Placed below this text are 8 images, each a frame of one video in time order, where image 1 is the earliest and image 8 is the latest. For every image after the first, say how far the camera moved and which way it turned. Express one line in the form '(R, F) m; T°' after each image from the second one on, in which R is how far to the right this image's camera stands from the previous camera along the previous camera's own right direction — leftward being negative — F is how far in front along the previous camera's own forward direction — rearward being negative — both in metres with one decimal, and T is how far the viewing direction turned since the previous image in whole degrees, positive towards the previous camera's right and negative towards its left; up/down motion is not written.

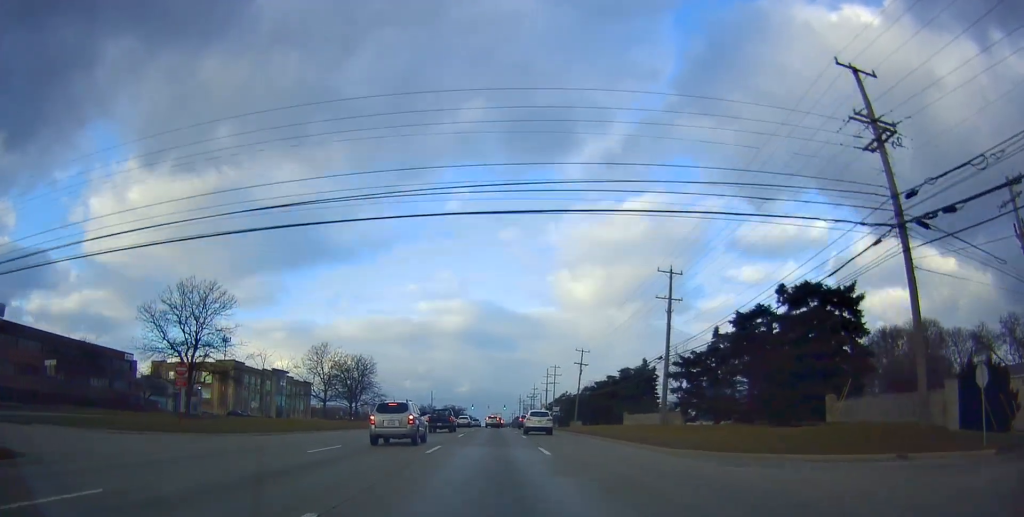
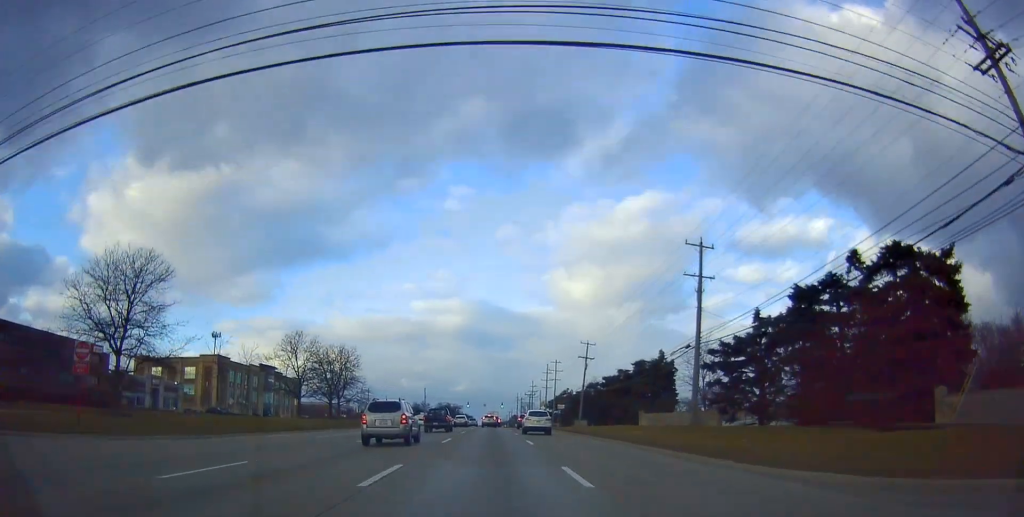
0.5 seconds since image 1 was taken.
(-0.4, +8.5) m; 0°
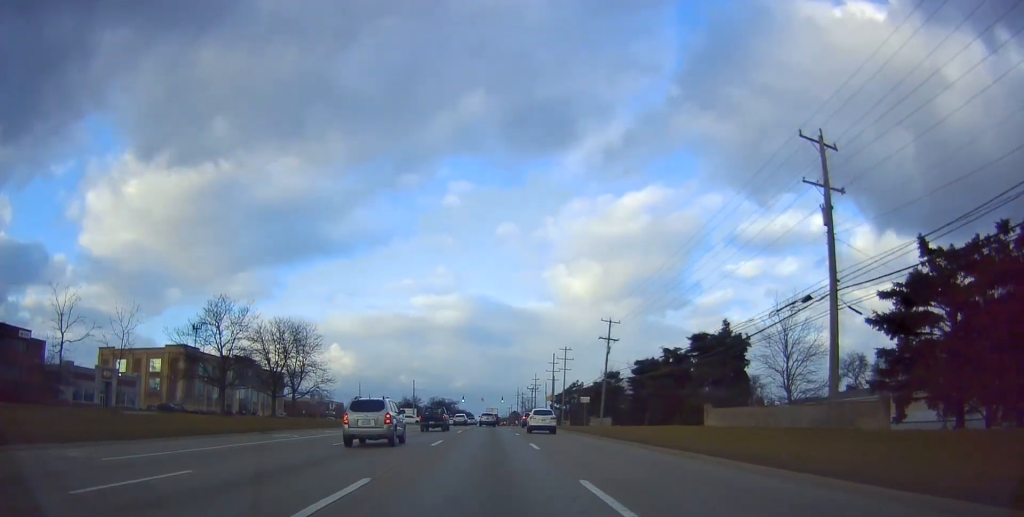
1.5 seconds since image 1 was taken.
(+0.4, +18.9) m; +2°
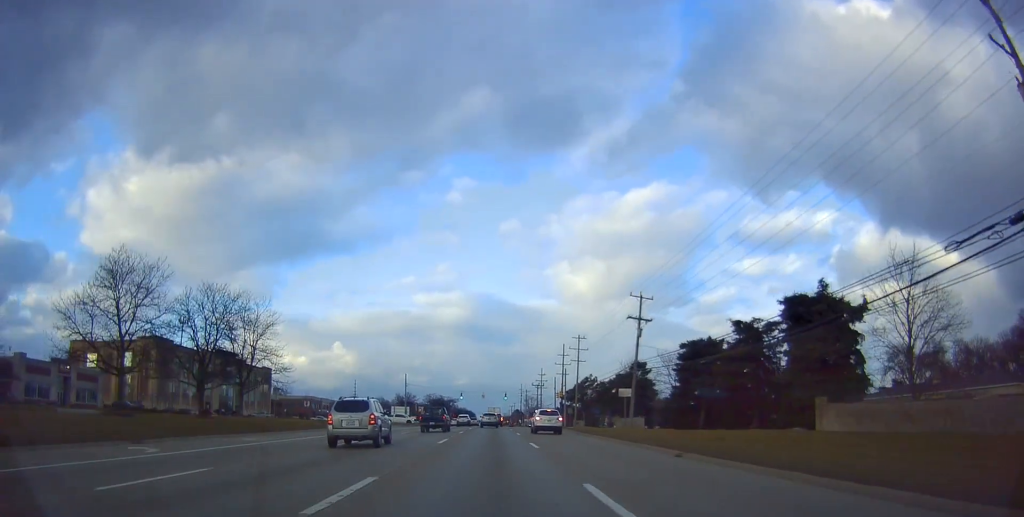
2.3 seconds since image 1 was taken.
(+0.2, +14.8) m; +1°
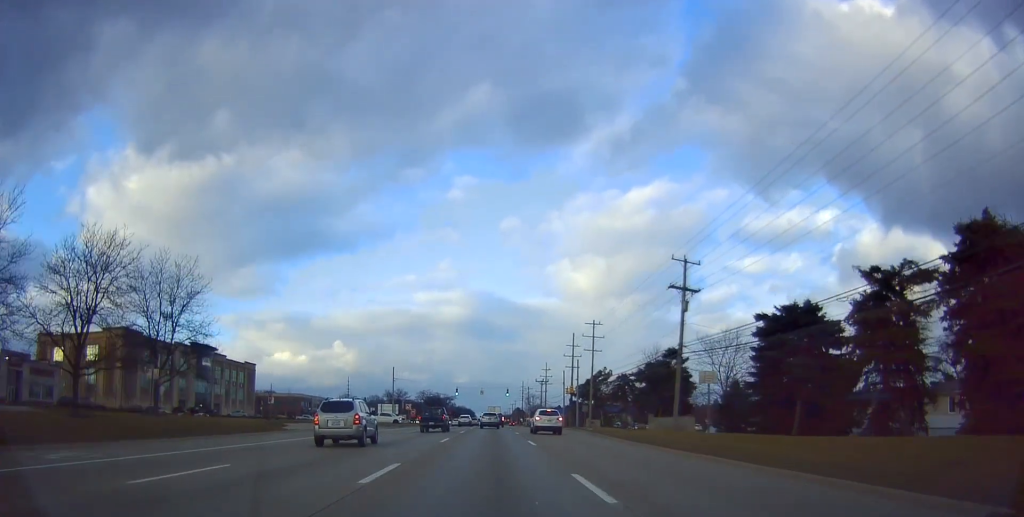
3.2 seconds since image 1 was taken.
(0.0, +14.2) m; -1°
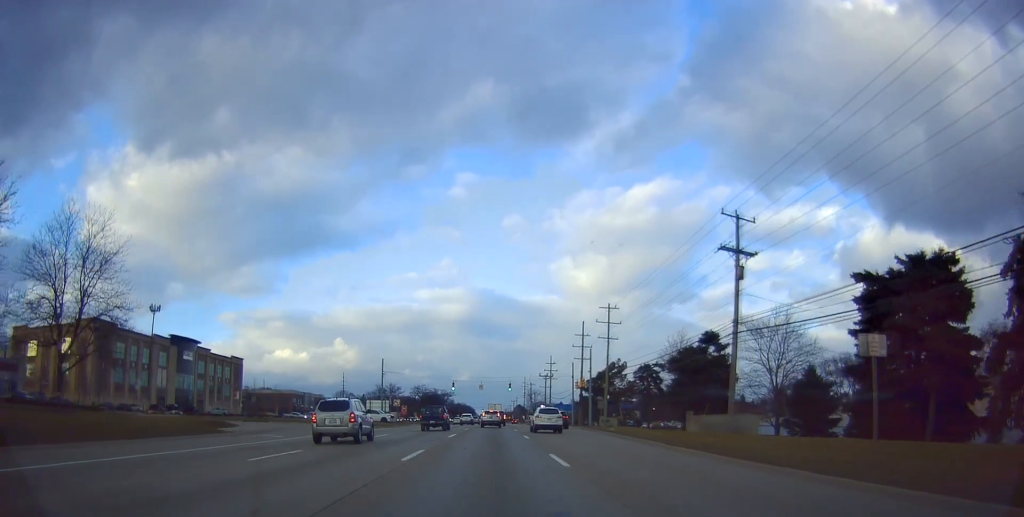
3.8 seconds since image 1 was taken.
(+0.1, +10.5) m; -1°
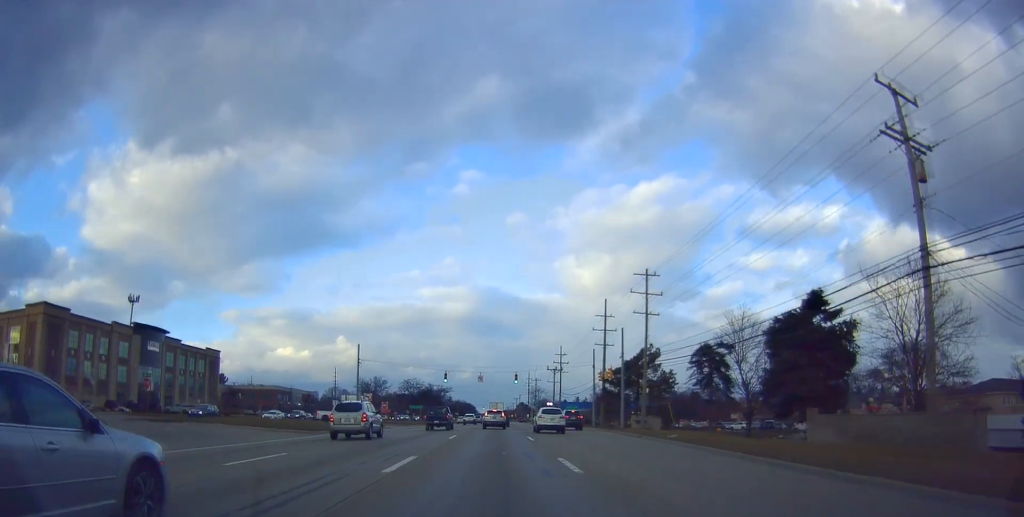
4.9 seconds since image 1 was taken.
(-0.3, +17.4) m; 0°
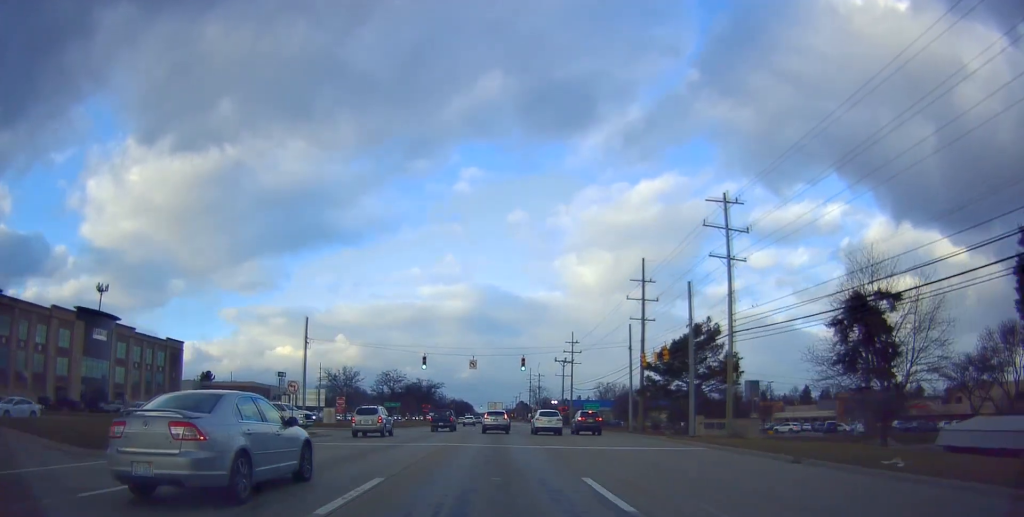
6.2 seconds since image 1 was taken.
(-0.2, +20.4) m; -1°
